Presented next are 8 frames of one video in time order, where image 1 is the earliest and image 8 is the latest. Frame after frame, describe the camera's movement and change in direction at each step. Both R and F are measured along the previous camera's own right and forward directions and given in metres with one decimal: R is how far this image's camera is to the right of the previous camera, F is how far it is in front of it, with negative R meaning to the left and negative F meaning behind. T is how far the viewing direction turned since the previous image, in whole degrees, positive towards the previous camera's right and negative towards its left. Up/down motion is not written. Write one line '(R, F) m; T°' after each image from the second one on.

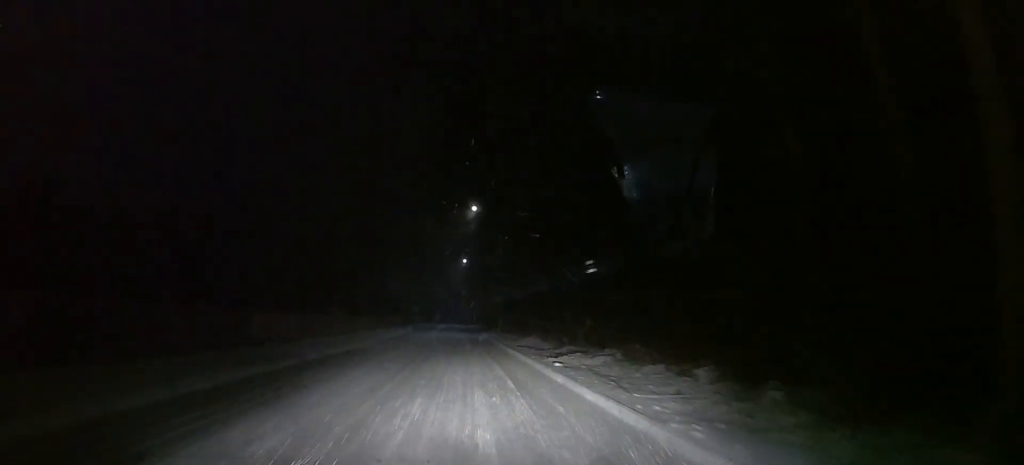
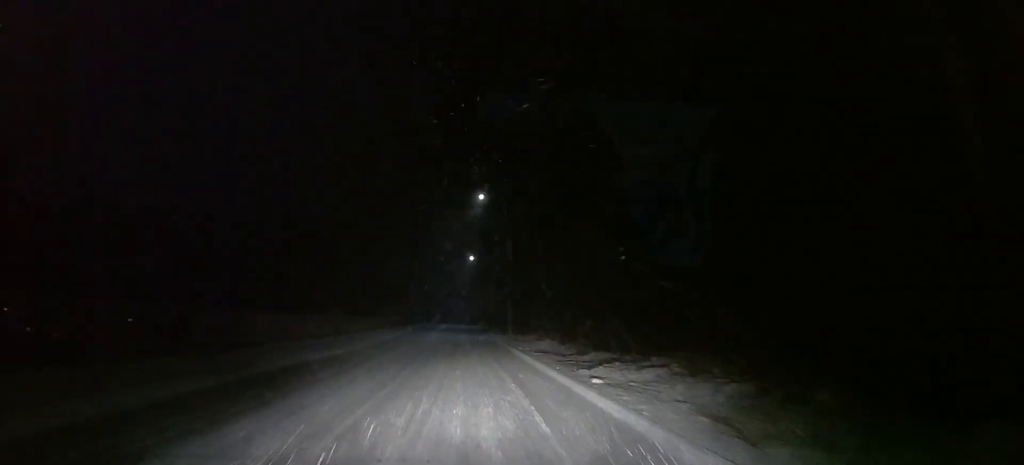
(-0.1, +4.5) m; 0°
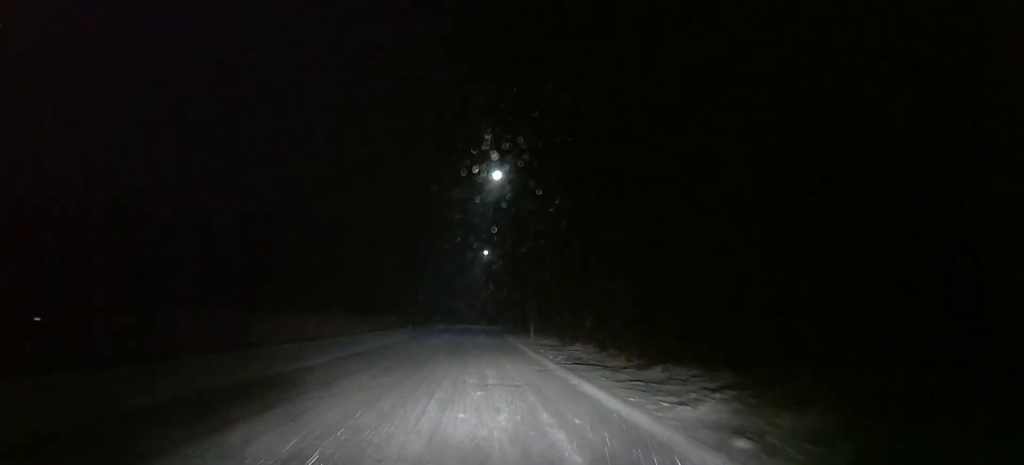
(+0.5, +6.2) m; -1°
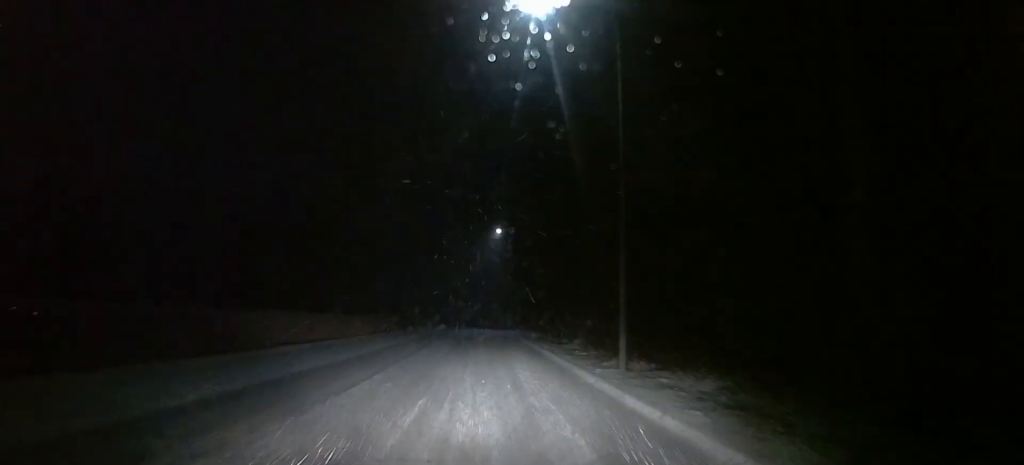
(-1.3, +20.4) m; -4°
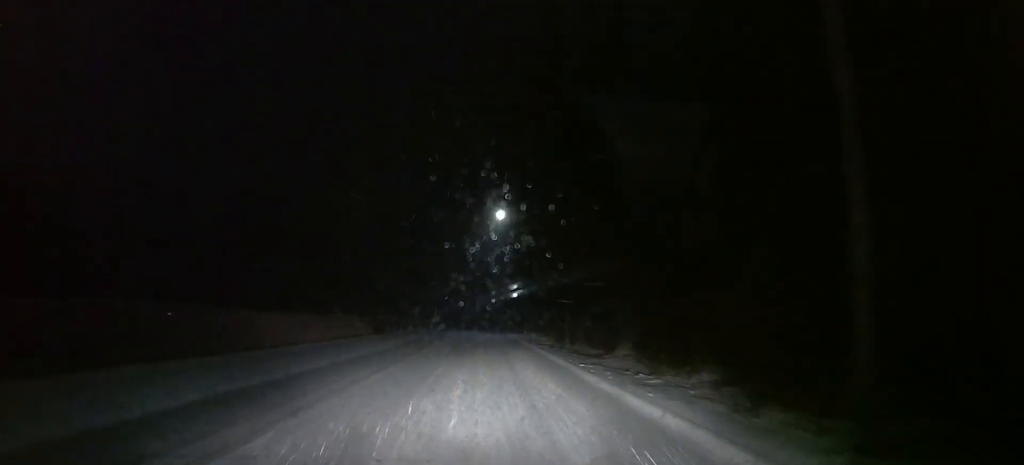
(+0.1, +10.1) m; 0°
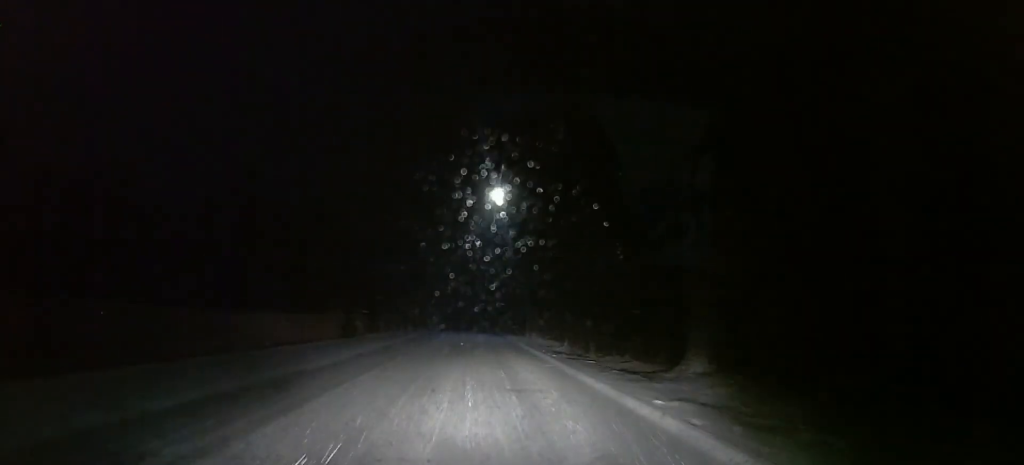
(0.0, +7.4) m; 0°
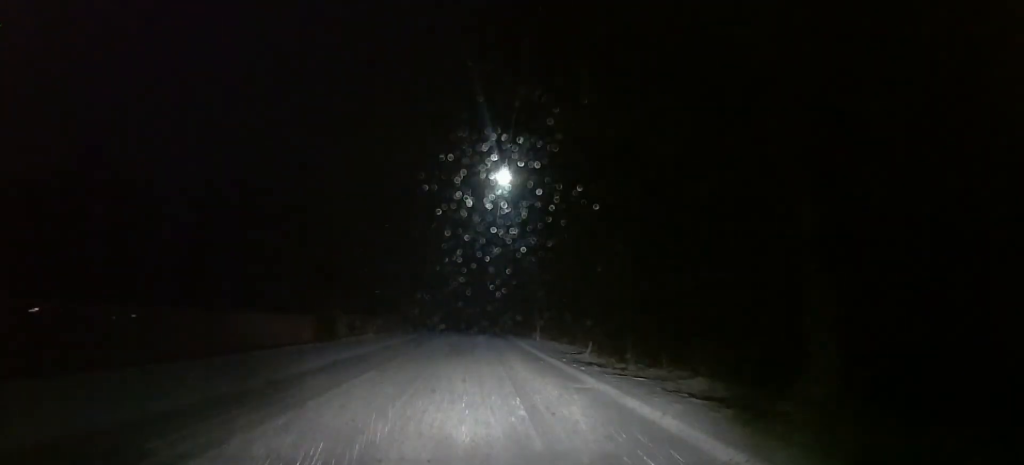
(0.0, +5.6) m; 0°
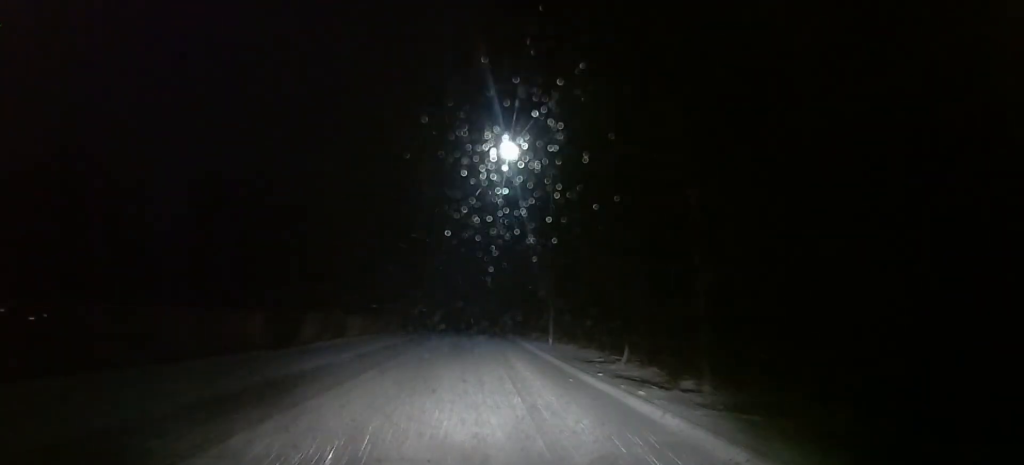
(0.0, +5.6) m; 0°
